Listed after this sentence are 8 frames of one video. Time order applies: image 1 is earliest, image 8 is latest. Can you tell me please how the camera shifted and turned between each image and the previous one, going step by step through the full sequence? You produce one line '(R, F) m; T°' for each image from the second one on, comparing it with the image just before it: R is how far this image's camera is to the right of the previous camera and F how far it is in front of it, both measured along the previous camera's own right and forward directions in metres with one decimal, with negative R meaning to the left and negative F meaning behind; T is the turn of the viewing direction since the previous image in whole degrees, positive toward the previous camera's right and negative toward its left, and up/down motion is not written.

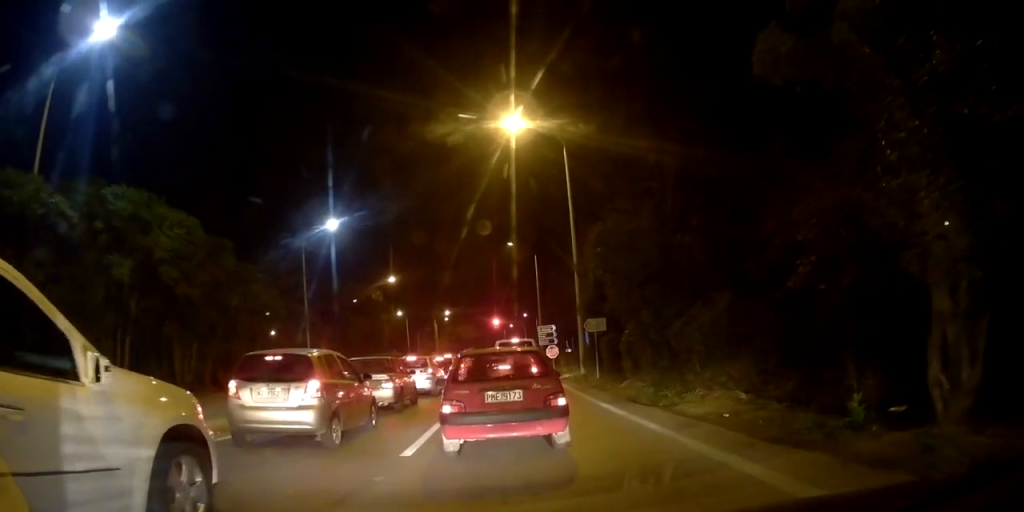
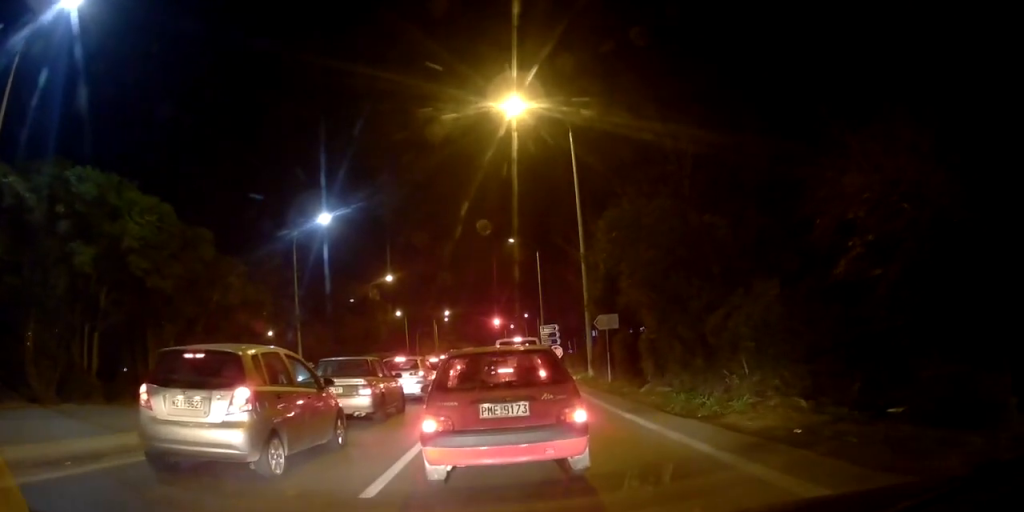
(0.0, +2.0) m; 0°
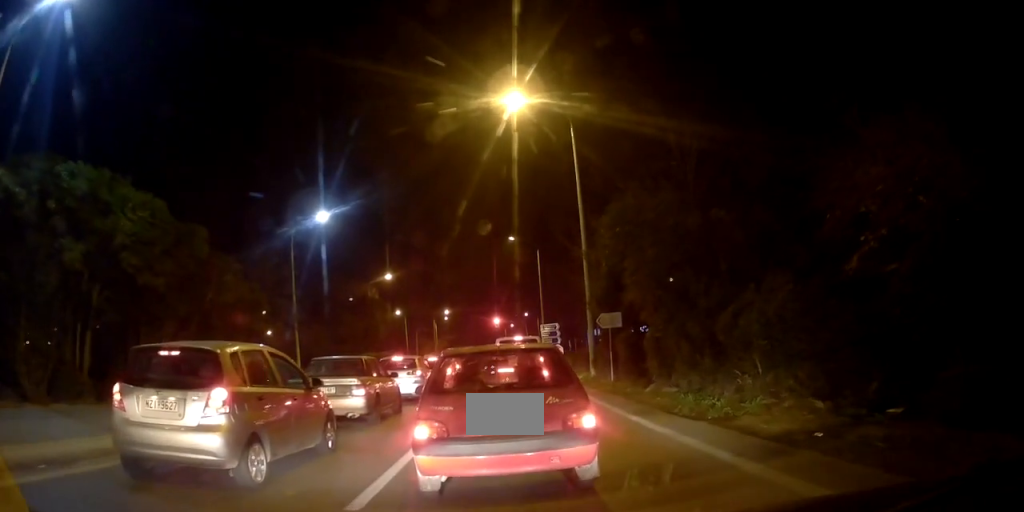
(+0.1, +0.3) m; 0°
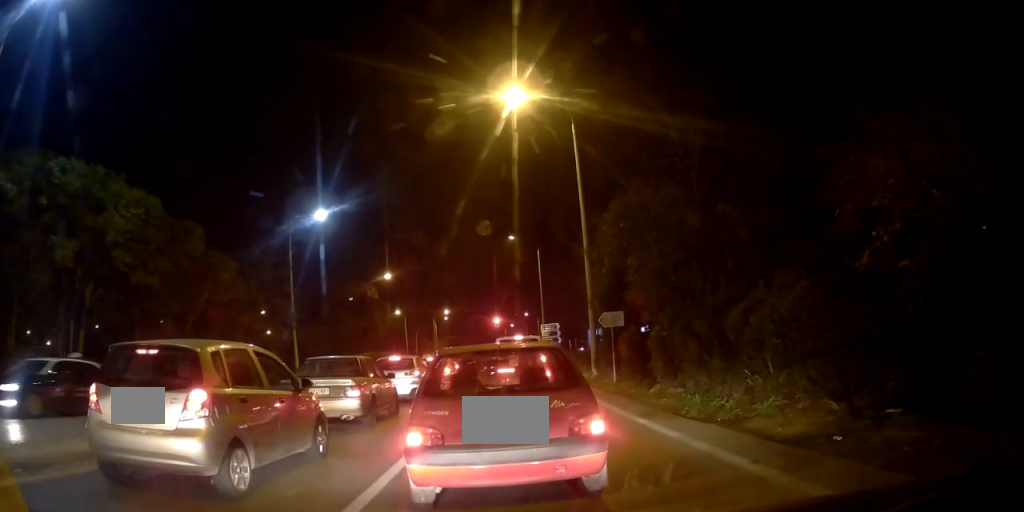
(+0.1, +0.2) m; 0°
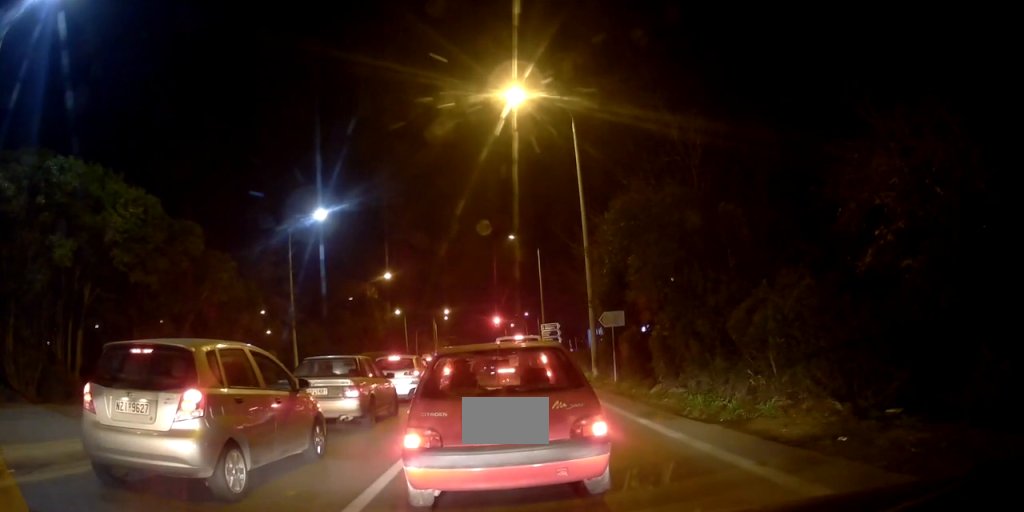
(0.0, +0.1) m; 0°
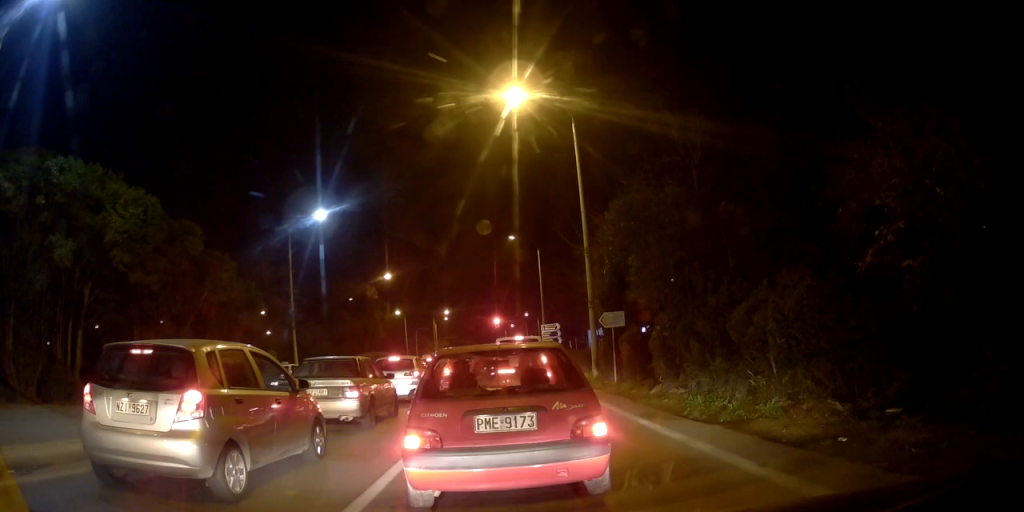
(-0.1, 0.0) m; 0°
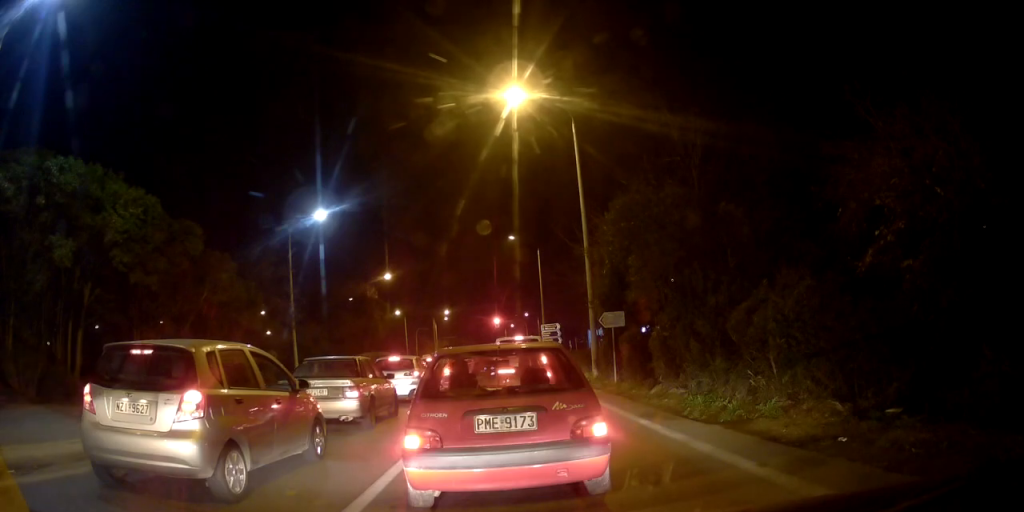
(0.0, 0.0) m; 0°
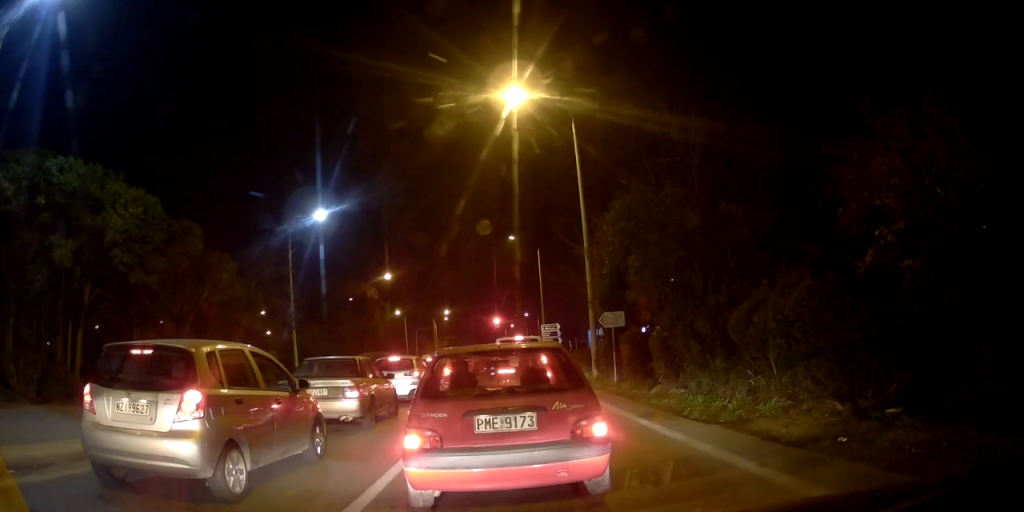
(0.0, 0.0) m; 0°
